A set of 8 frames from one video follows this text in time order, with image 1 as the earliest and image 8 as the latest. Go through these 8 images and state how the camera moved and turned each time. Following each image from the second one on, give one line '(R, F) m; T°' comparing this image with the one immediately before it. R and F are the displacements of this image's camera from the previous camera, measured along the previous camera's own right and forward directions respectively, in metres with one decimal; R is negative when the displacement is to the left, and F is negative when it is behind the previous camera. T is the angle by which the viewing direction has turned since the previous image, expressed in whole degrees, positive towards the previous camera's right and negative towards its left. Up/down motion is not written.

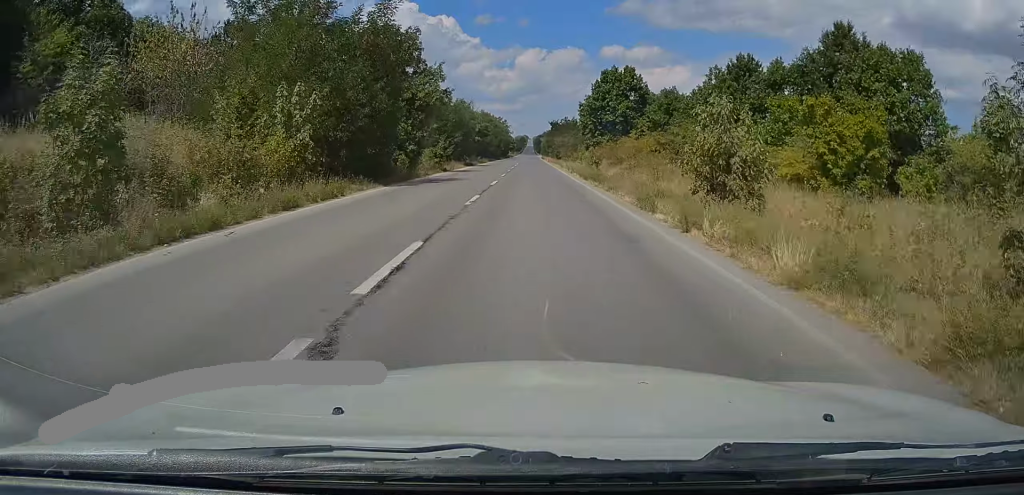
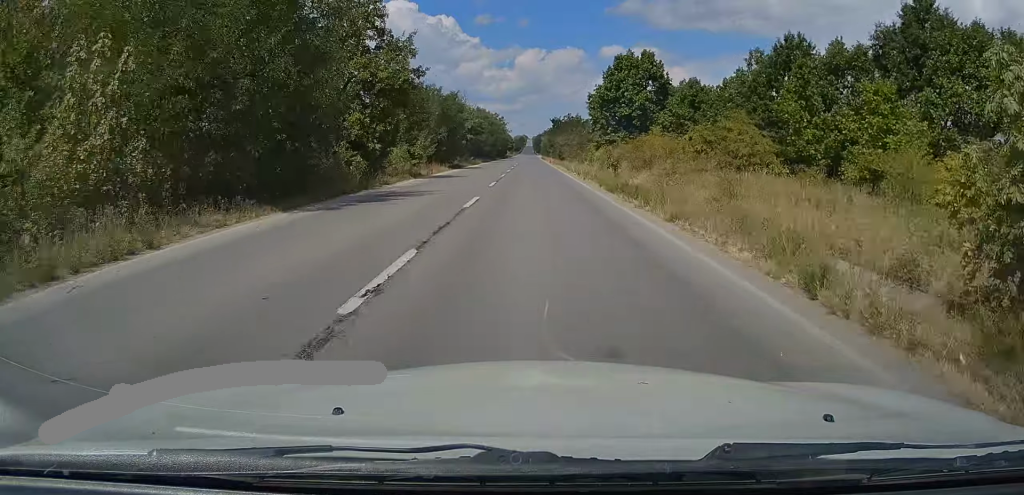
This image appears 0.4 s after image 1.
(+0.1, +9.9) m; 0°
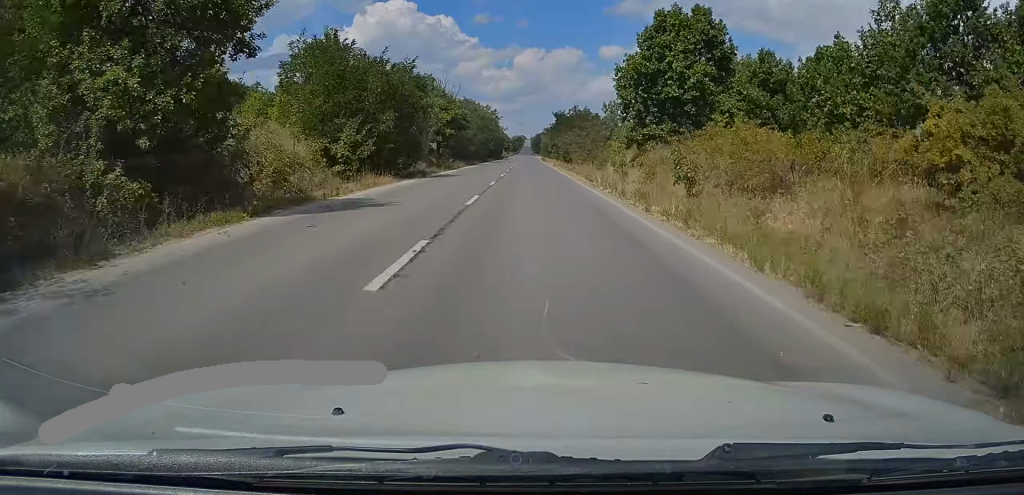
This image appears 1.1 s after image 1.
(0.0, +17.2) m; 0°
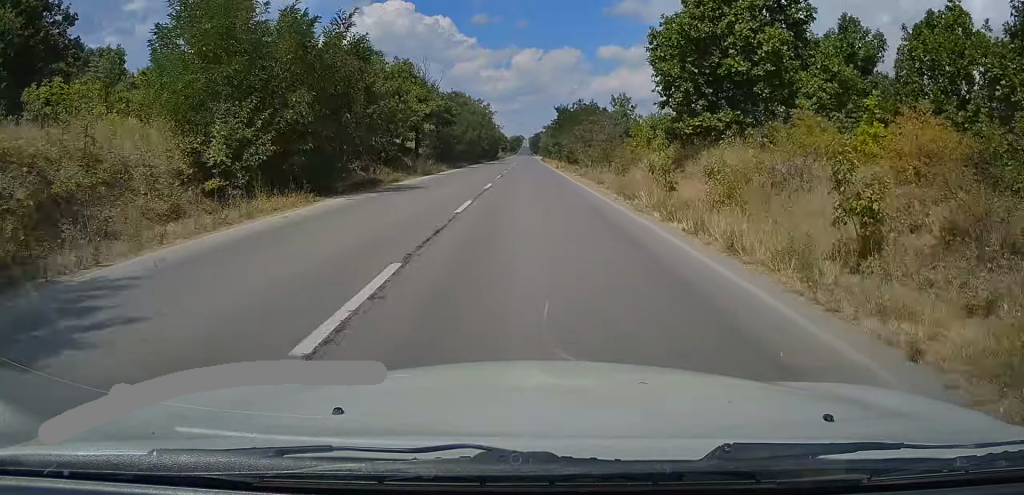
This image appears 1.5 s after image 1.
(-0.1, +10.6) m; 0°
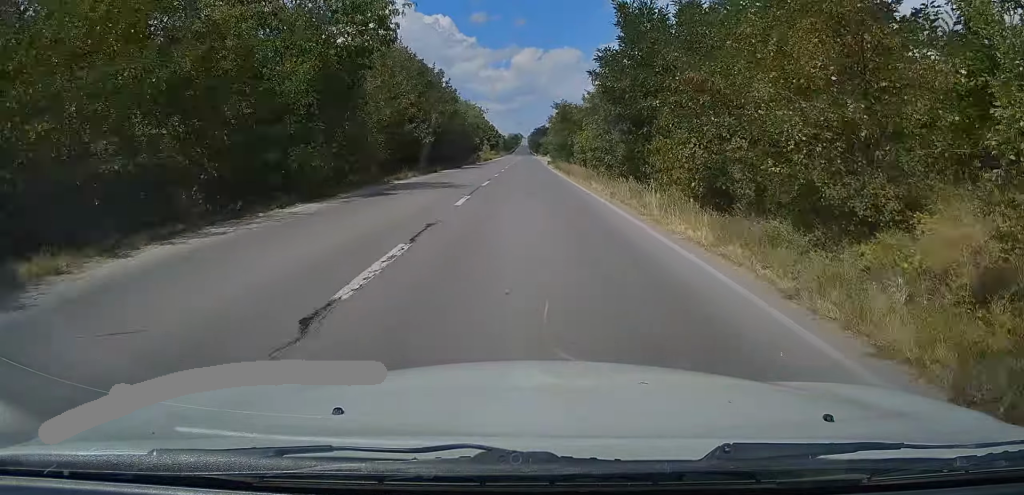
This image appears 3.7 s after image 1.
(-0.1, +52.7) m; 0°
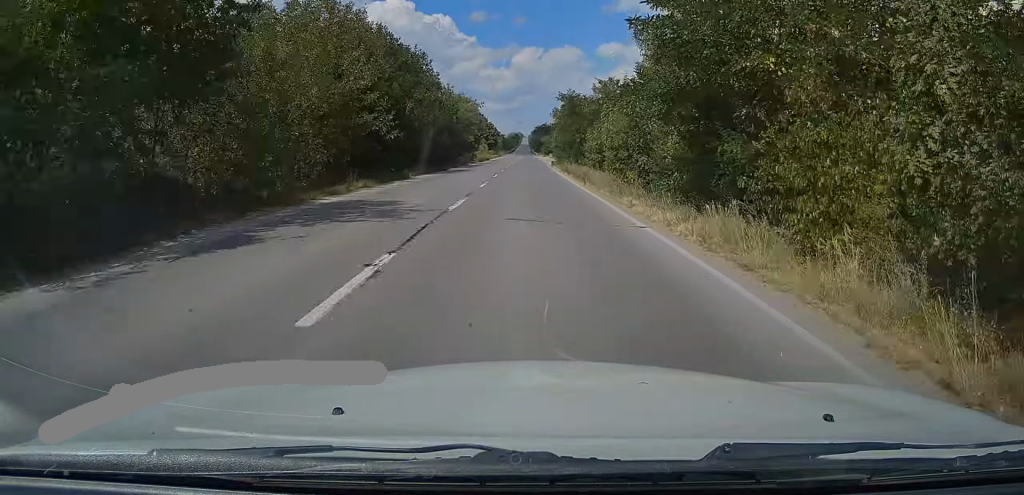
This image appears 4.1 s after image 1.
(+0.2, +9.9) m; 0°
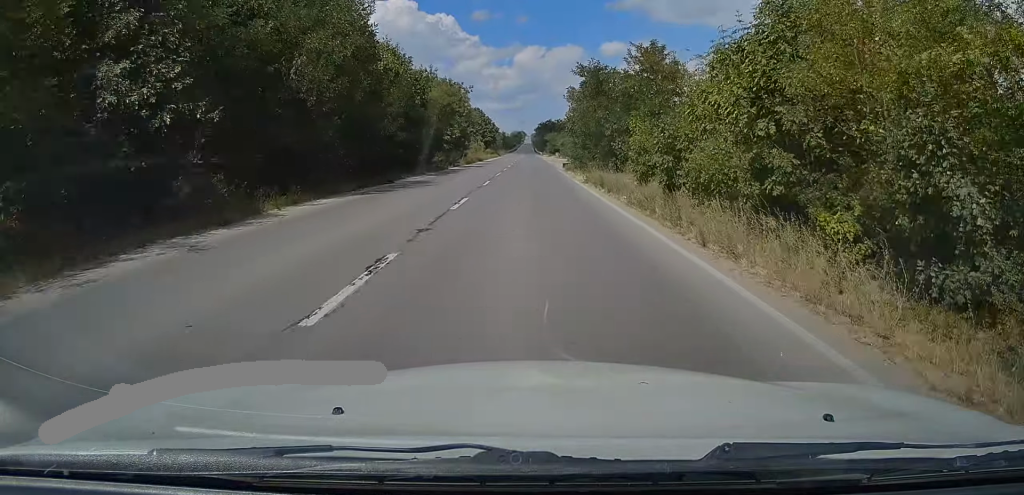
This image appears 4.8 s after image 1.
(+0.2, +18.1) m; 0°
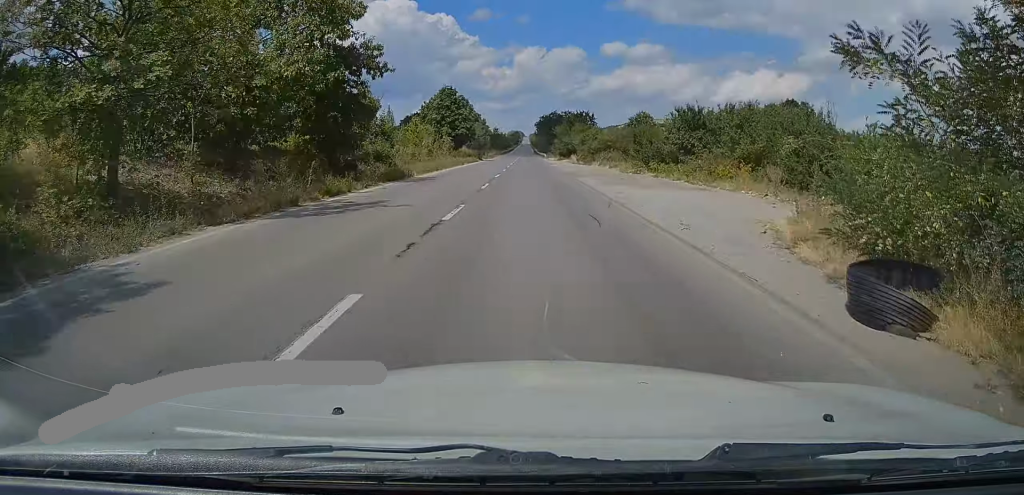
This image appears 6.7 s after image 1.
(-0.7, +47.3) m; 0°
